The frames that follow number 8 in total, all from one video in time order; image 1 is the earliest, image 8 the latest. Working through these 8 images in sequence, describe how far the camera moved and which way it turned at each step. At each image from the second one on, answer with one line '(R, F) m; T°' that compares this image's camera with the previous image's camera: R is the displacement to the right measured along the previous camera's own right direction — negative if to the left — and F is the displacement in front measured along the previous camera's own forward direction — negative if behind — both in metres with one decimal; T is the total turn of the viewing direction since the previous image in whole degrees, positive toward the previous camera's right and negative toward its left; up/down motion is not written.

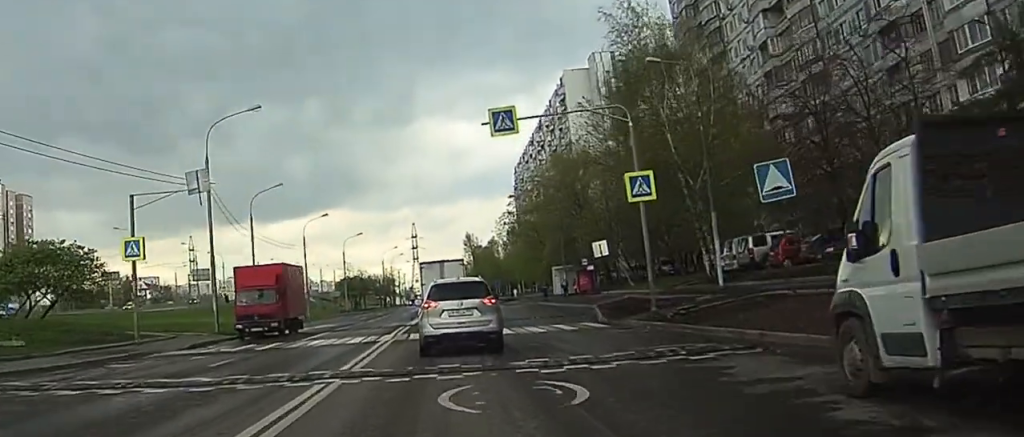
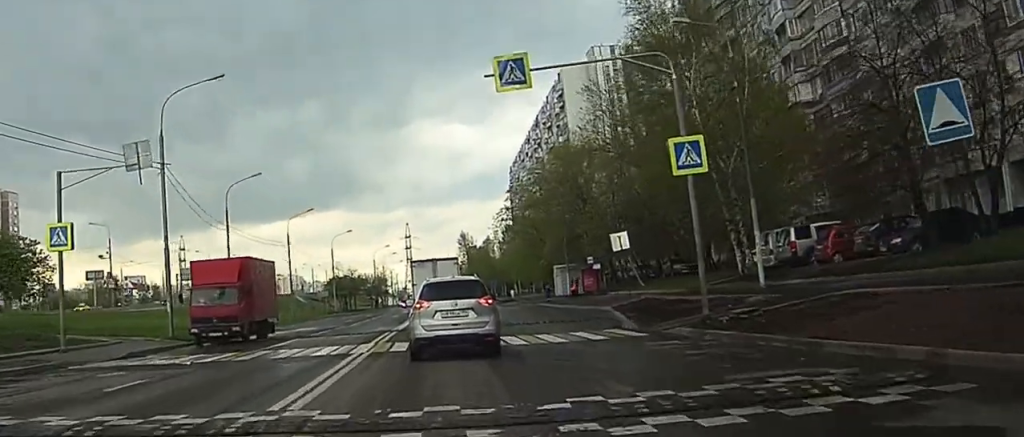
(-0.3, +5.5) m; -6°
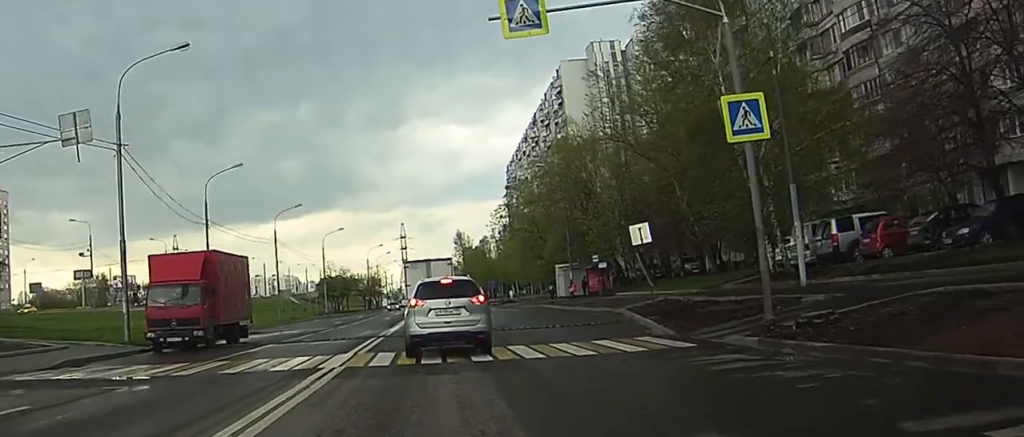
(-0.2, +4.6) m; -7°
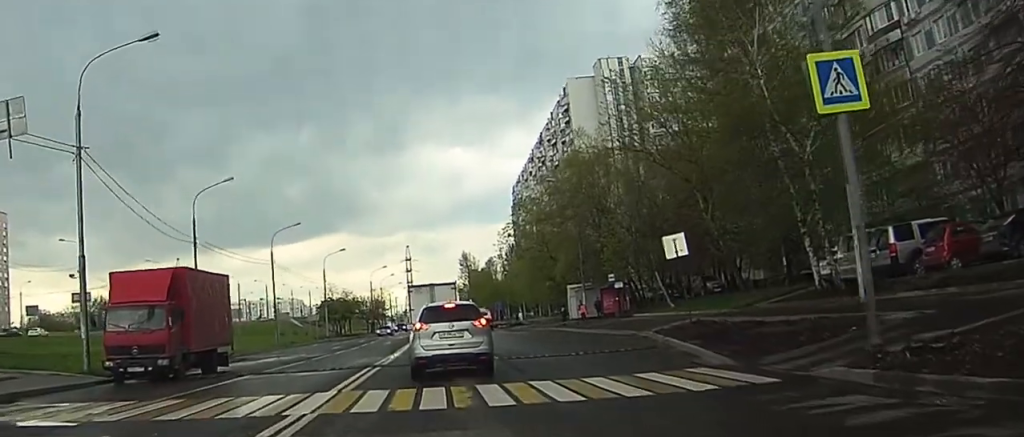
(-0.3, +4.5) m; -8°
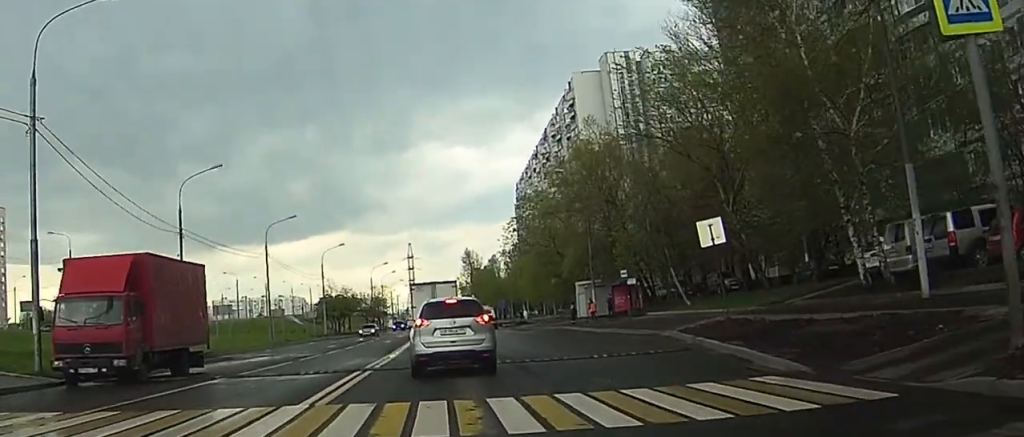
(-0.2, +4.0) m; -4°
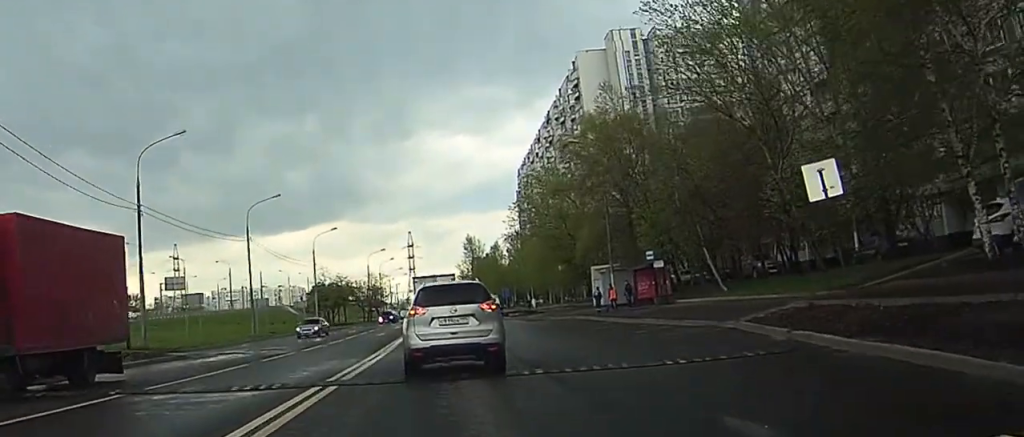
(-0.6, +9.2) m; -8°
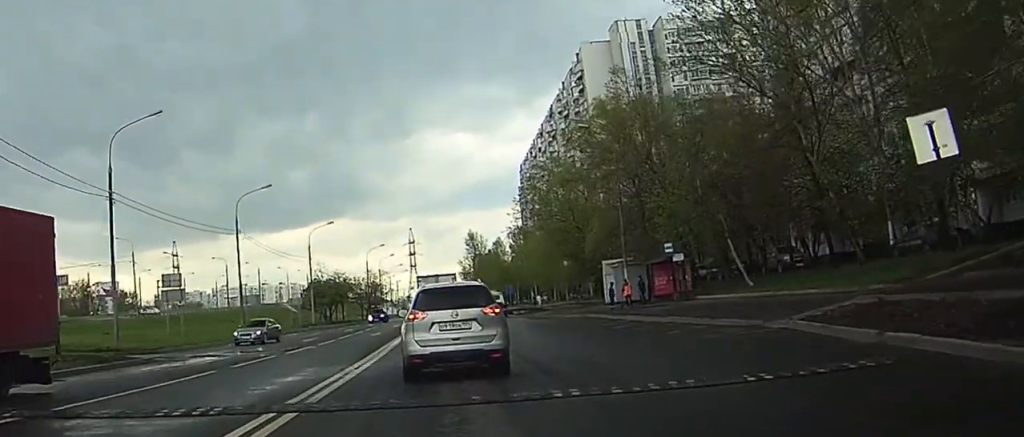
(-0.2, +5.0) m; -2°
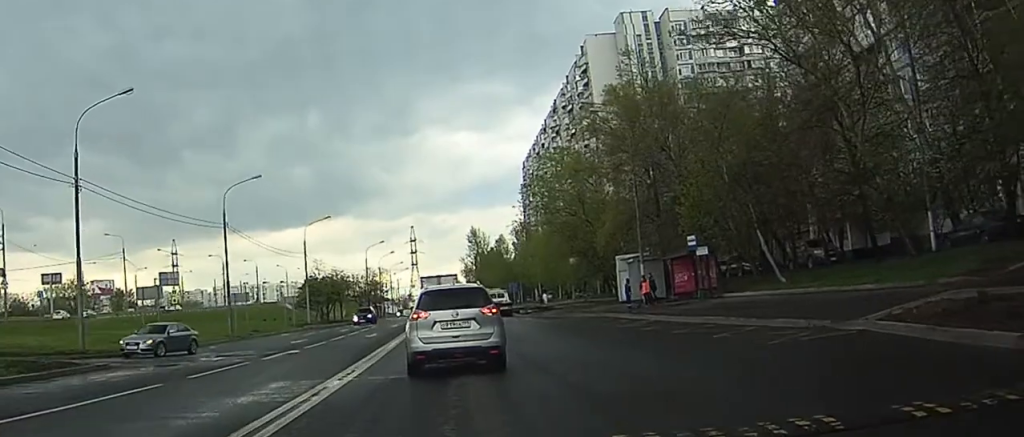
(0.0, +5.1) m; -2°
